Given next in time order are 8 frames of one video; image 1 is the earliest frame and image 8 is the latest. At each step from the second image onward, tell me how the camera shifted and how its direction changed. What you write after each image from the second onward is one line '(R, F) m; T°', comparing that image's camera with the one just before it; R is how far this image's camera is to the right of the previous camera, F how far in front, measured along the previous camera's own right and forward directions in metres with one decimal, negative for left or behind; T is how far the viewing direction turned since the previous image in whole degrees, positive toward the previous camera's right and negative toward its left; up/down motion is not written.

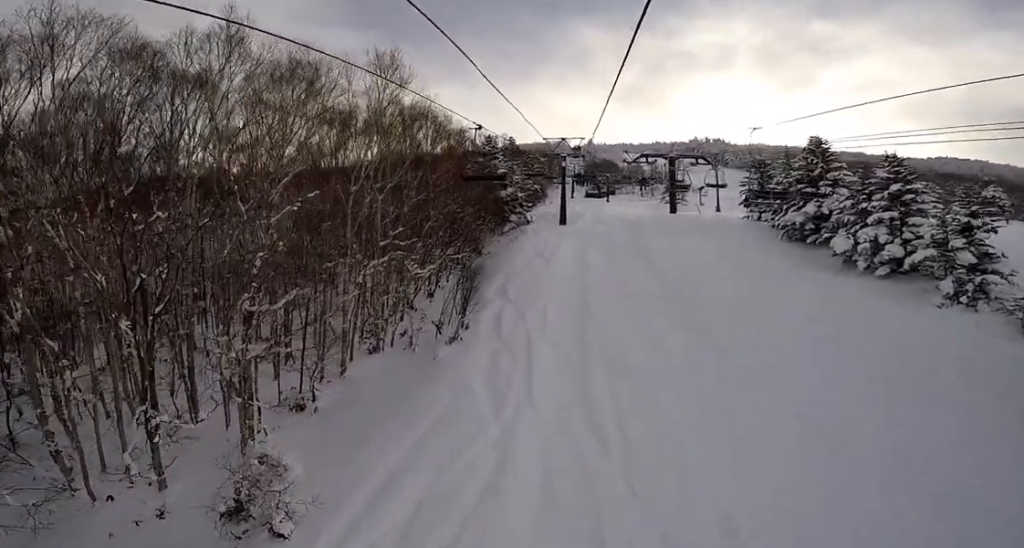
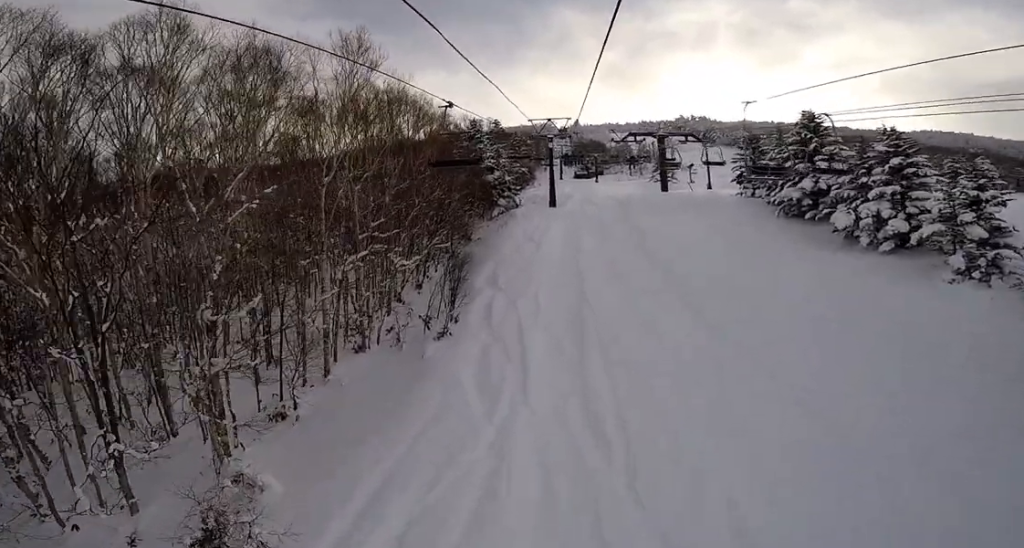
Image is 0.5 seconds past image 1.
(+0.5, +1.4) m; 0°
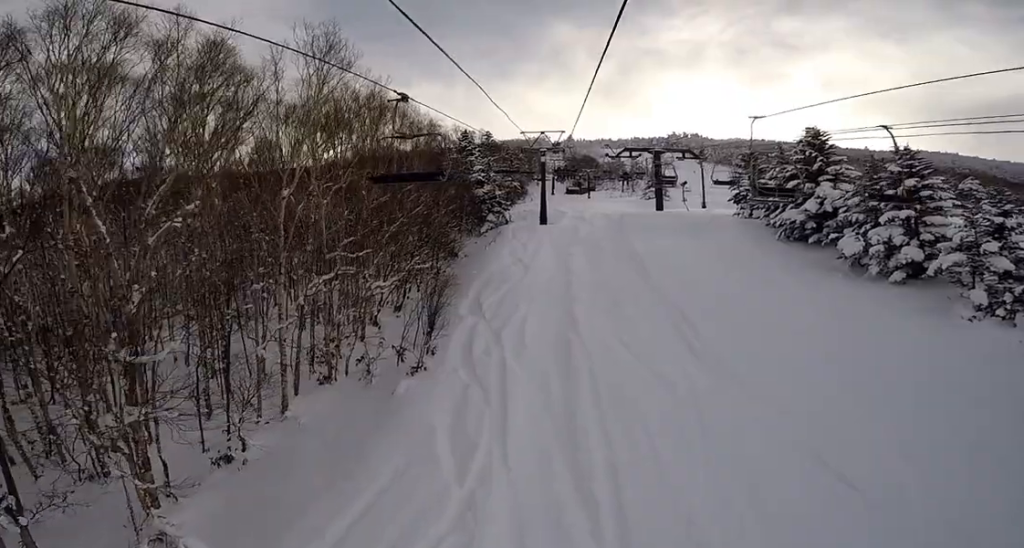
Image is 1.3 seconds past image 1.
(-0.8, +2.2) m; 0°
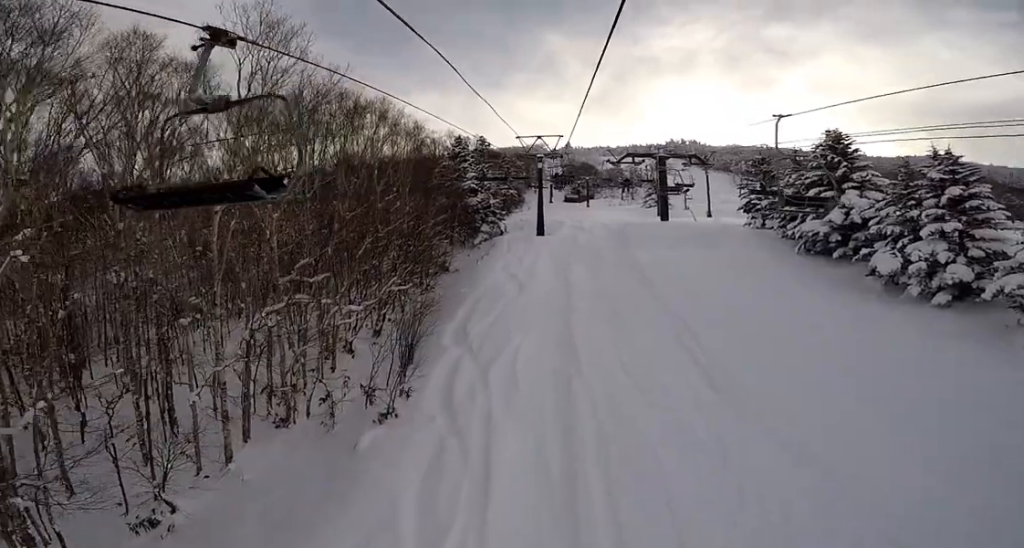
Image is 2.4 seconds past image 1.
(+0.7, +3.4) m; 0°
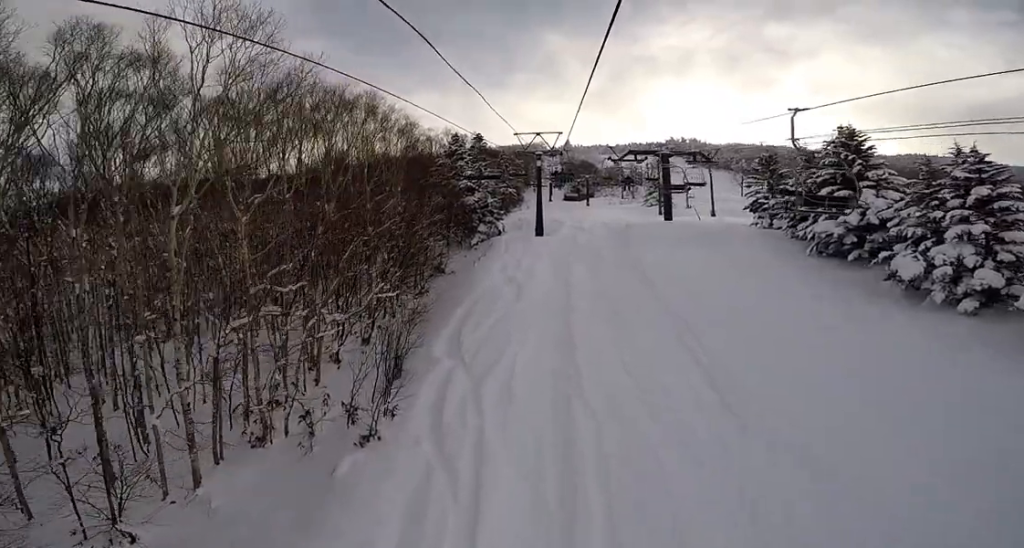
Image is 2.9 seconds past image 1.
(-0.4, +1.5) m; 0°
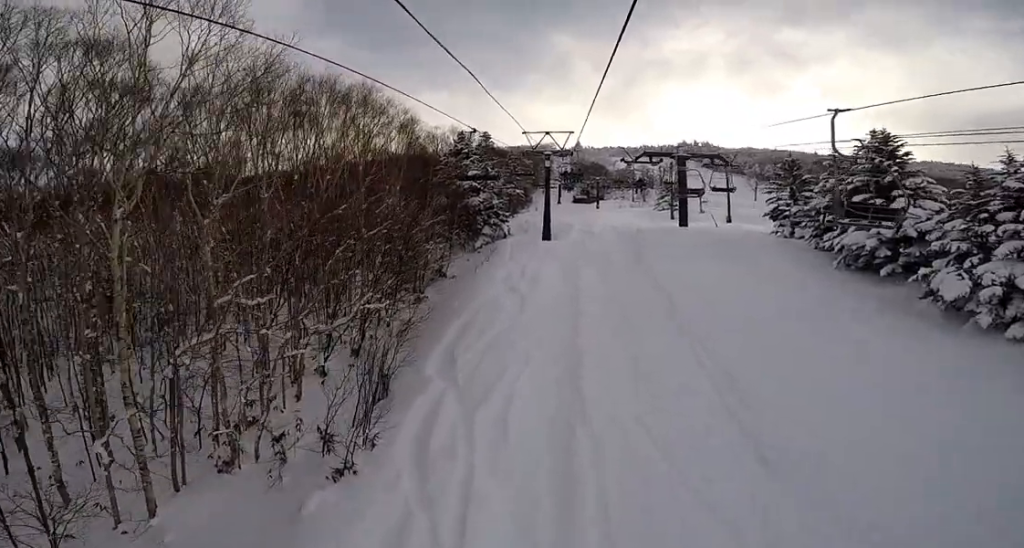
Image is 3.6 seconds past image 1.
(-0.5, +1.9) m; 0°
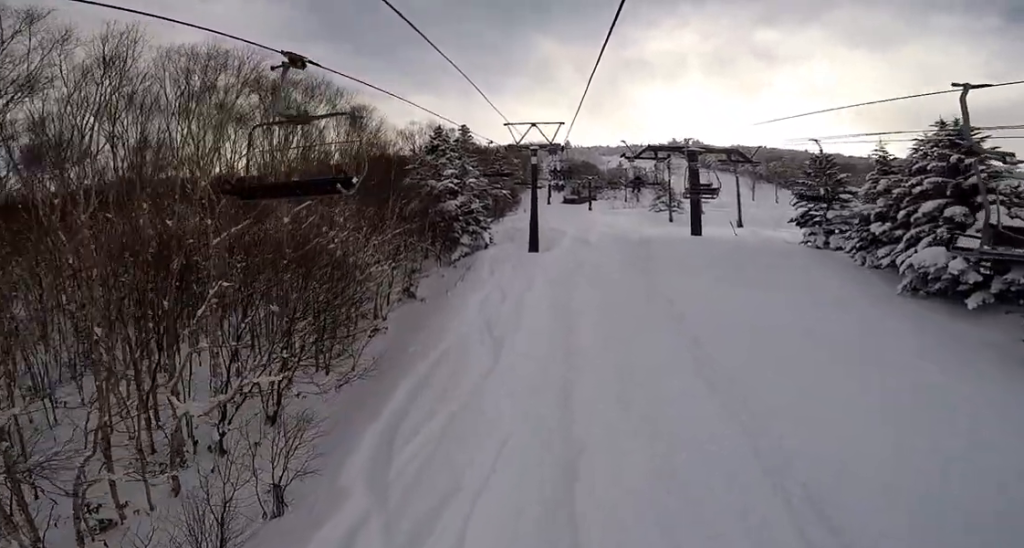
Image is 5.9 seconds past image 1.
(+0.3, +6.8) m; 0°
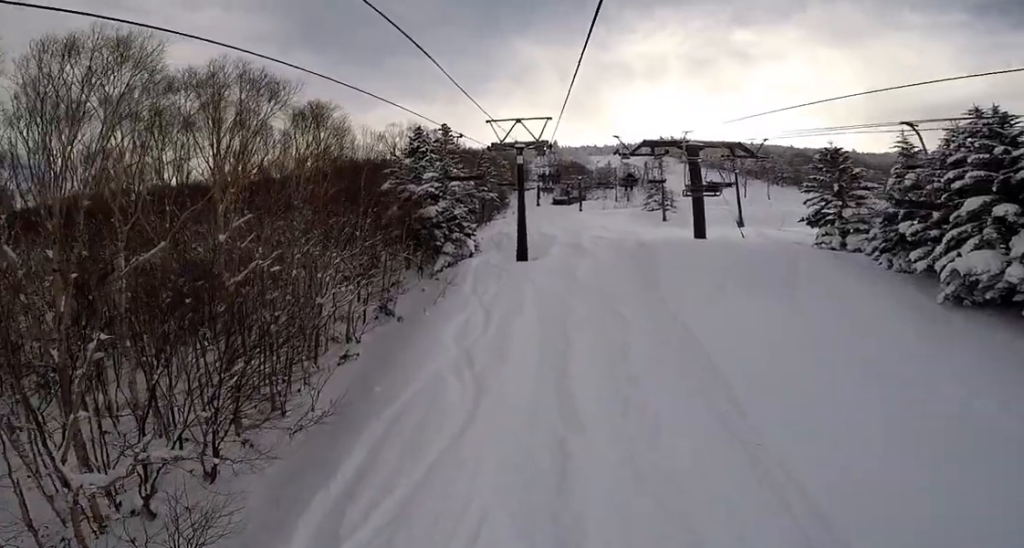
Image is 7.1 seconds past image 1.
(0.0, +3.3) m; 0°
